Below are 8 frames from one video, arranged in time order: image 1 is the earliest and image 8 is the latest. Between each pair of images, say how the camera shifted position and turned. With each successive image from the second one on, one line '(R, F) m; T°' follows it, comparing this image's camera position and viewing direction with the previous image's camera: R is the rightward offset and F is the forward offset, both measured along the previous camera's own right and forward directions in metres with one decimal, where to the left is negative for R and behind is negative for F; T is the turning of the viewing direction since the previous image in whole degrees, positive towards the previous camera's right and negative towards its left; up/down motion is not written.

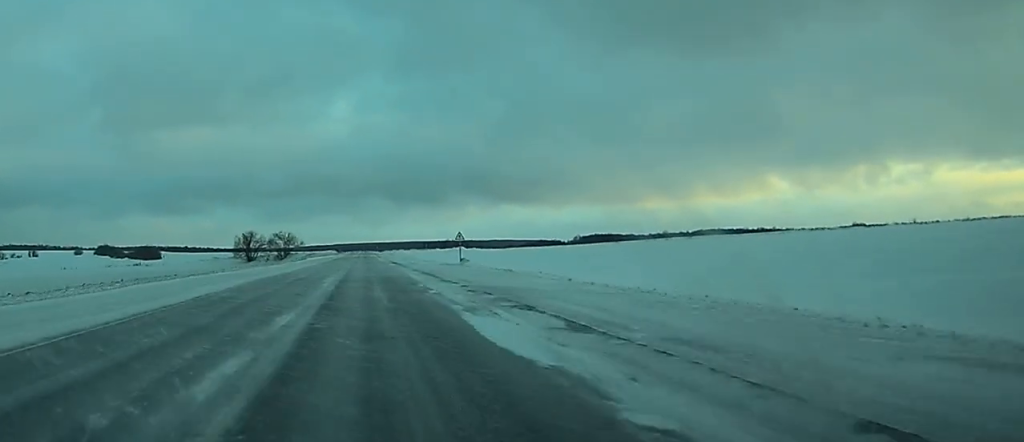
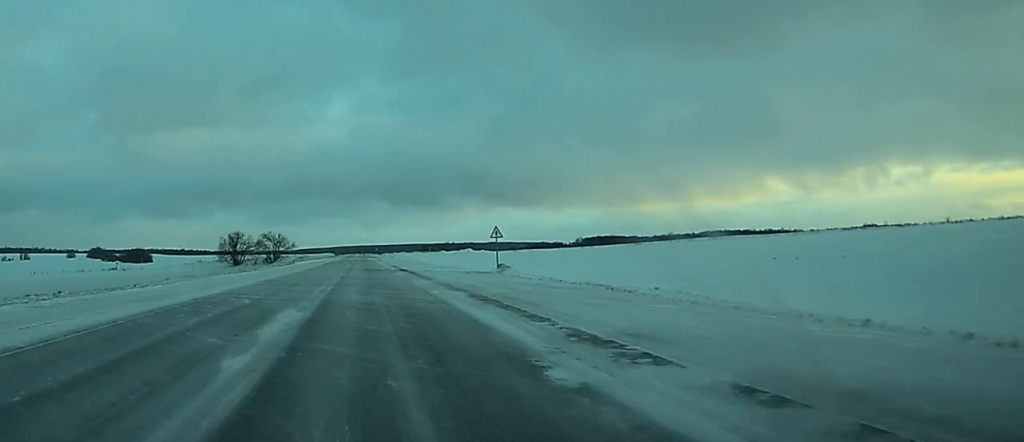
(0.0, +22.6) m; 0°
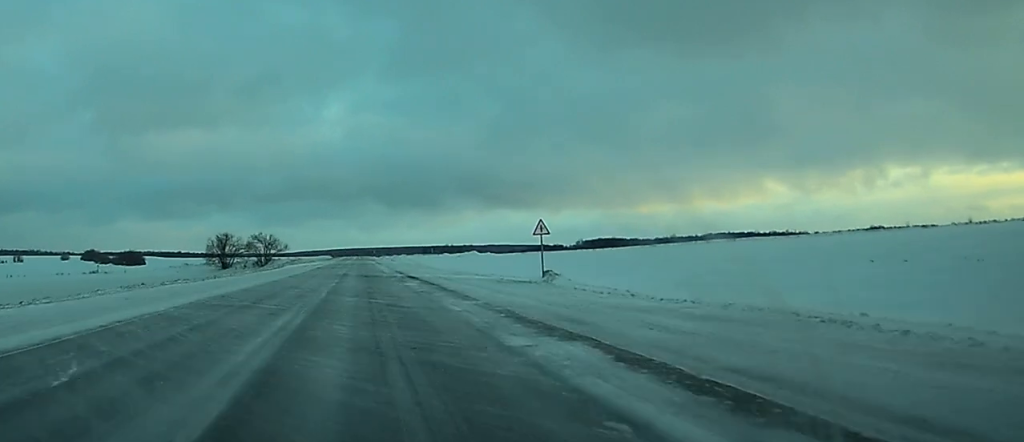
(0.0, +14.7) m; 0°
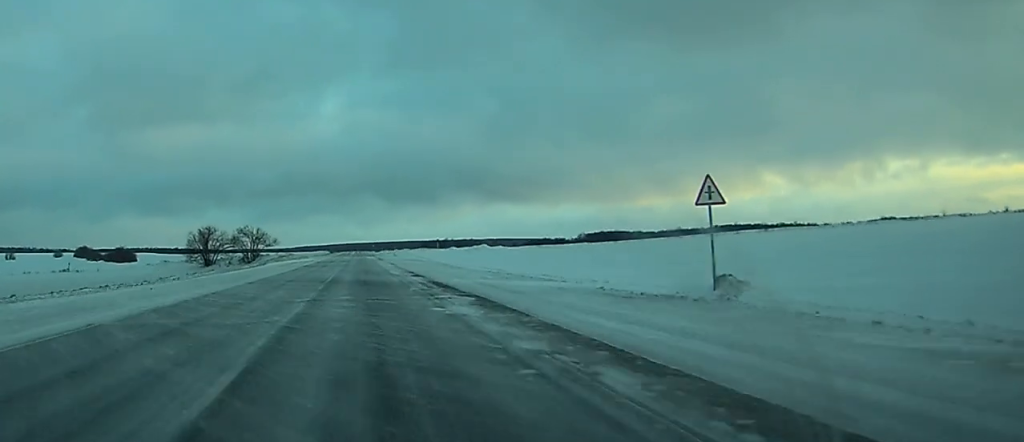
(0.0, +20.7) m; 0°
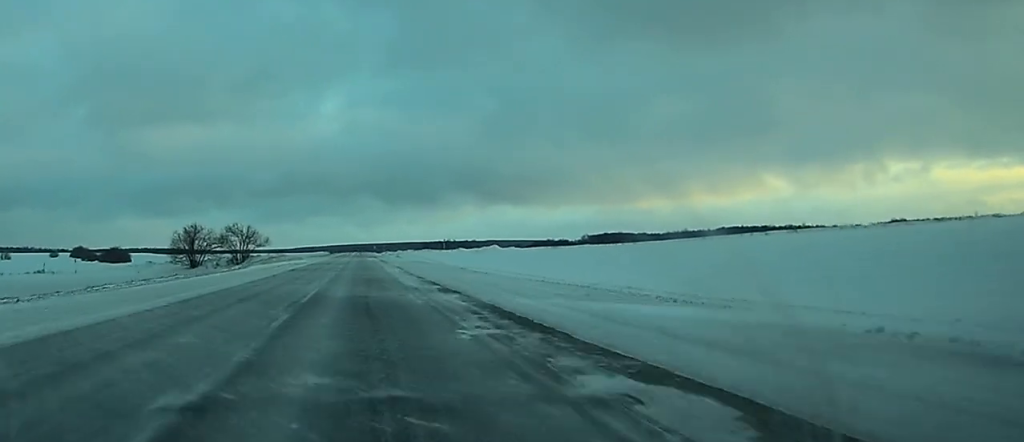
(0.0, +15.7) m; 0°
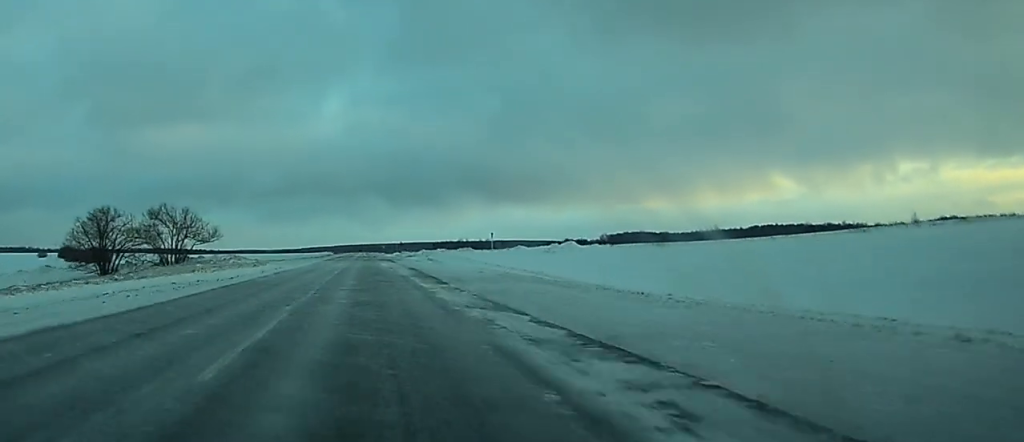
(-0.1, +61.9) m; 0°
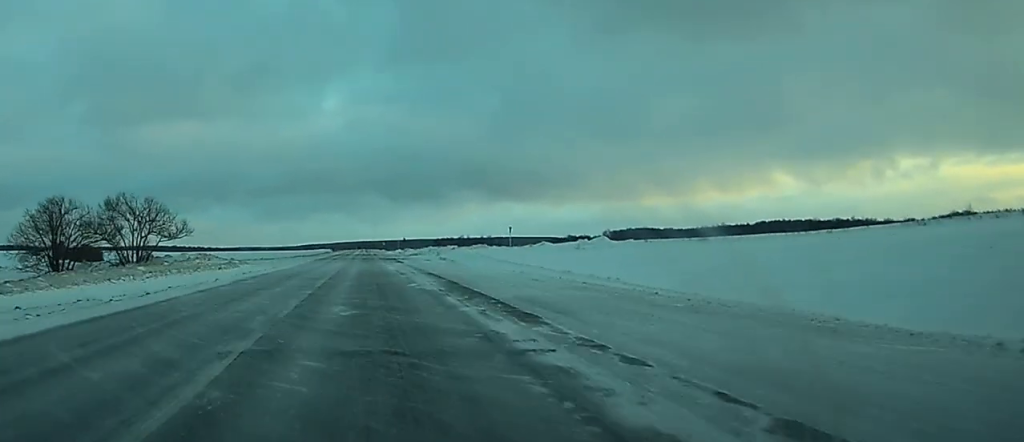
(-0.1, +16.6) m; 0°
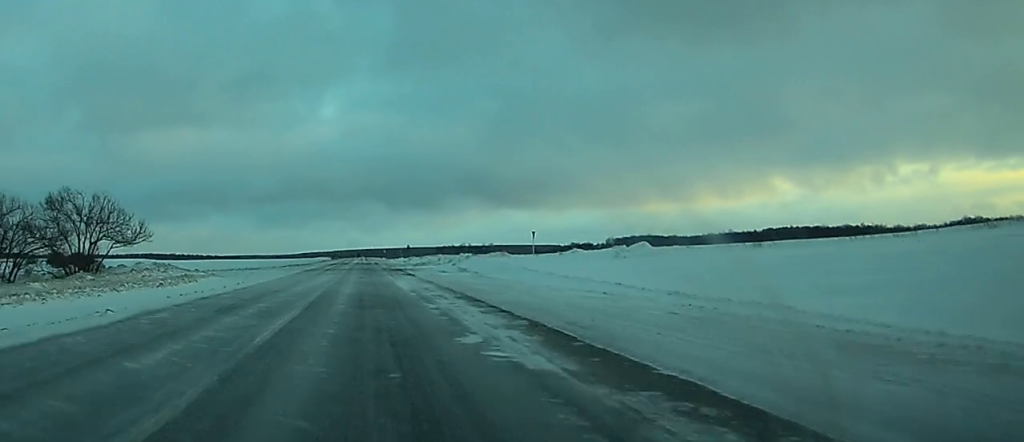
(0.0, +15.6) m; 0°
